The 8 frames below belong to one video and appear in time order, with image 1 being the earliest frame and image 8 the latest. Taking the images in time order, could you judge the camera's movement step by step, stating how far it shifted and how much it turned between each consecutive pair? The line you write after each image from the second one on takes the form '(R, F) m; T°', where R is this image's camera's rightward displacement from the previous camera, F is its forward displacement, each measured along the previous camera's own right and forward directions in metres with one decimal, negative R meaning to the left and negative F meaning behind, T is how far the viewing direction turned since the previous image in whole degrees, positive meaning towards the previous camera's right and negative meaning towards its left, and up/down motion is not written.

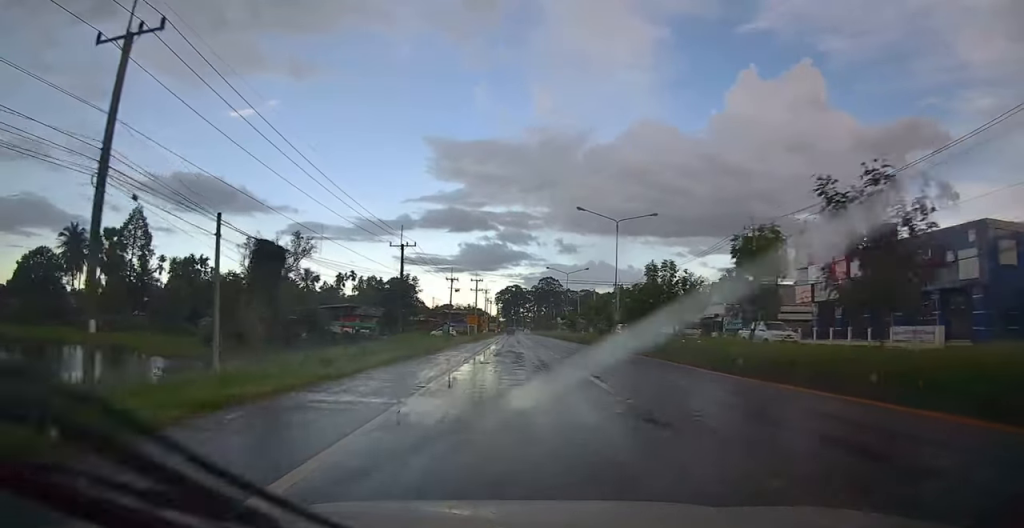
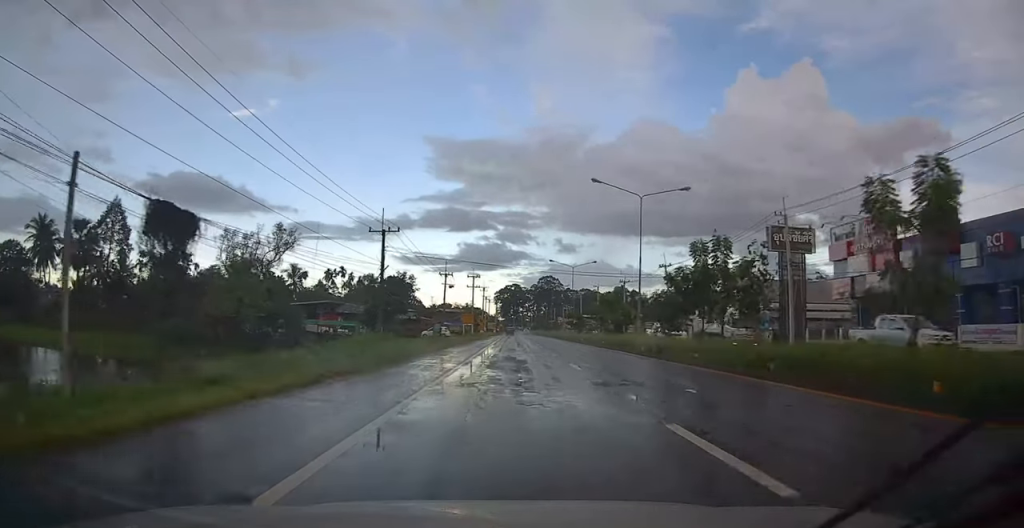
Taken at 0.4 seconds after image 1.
(+0.1, +7.8) m; 0°
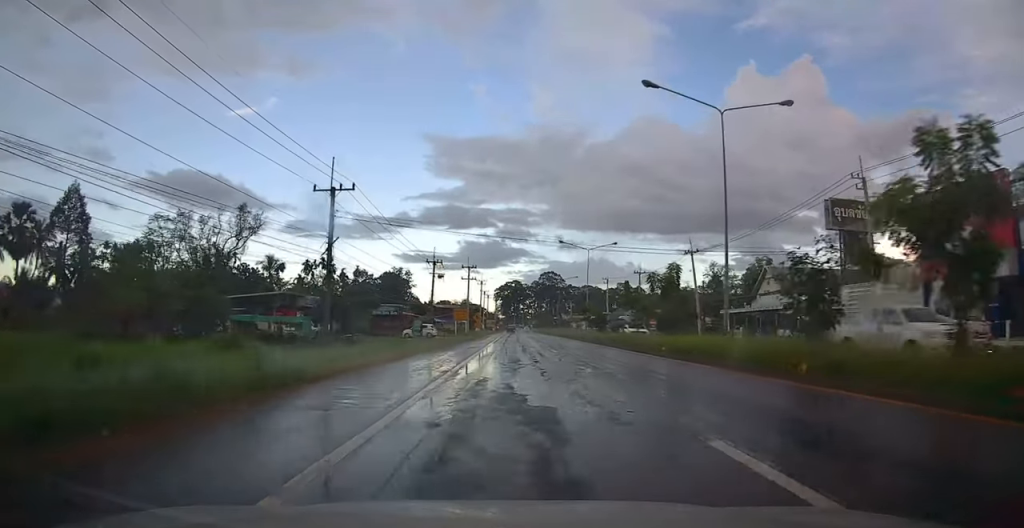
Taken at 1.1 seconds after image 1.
(+0.1, +13.8) m; +1°
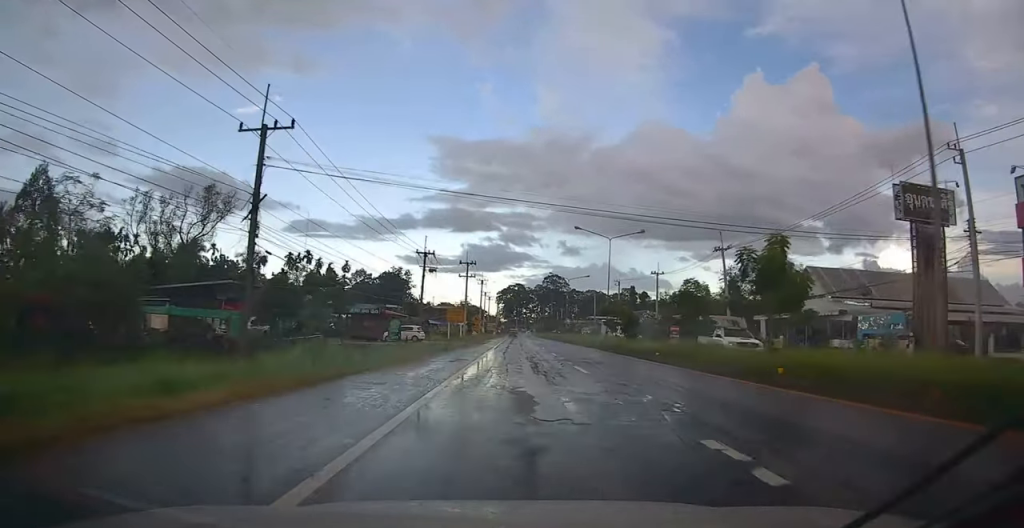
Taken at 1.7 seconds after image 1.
(+0.1, +10.8) m; +1°
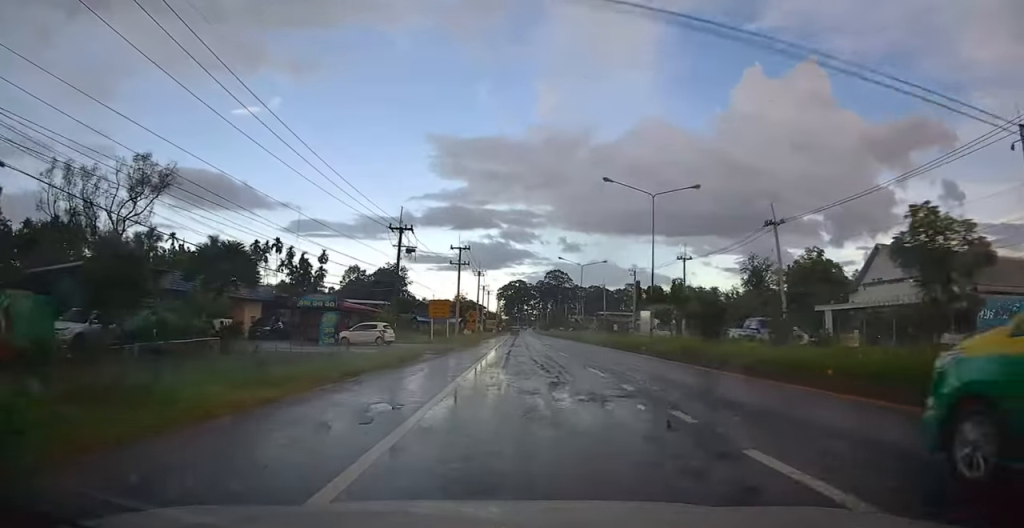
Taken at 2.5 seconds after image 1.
(+0.2, +14.2) m; +1°
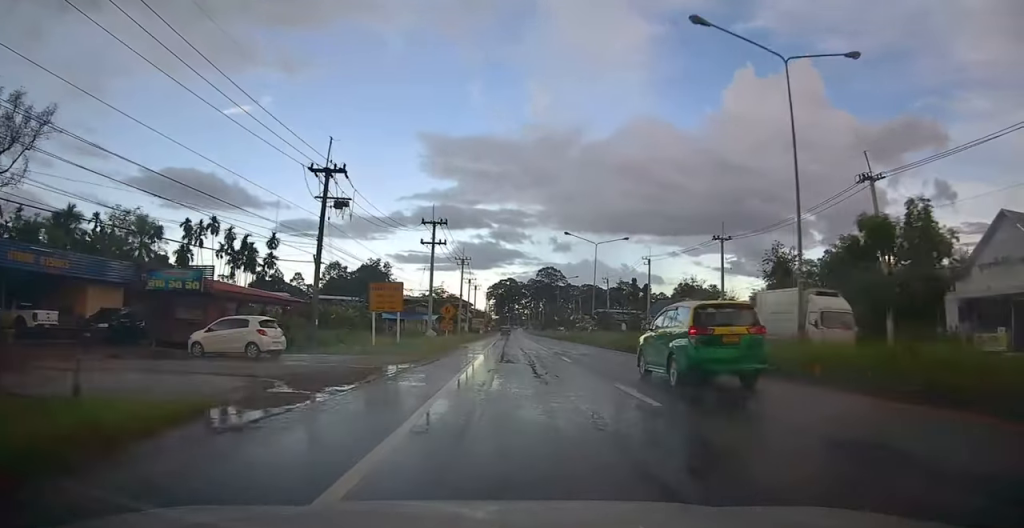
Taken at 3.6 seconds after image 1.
(+0.3, +17.6) m; 0°
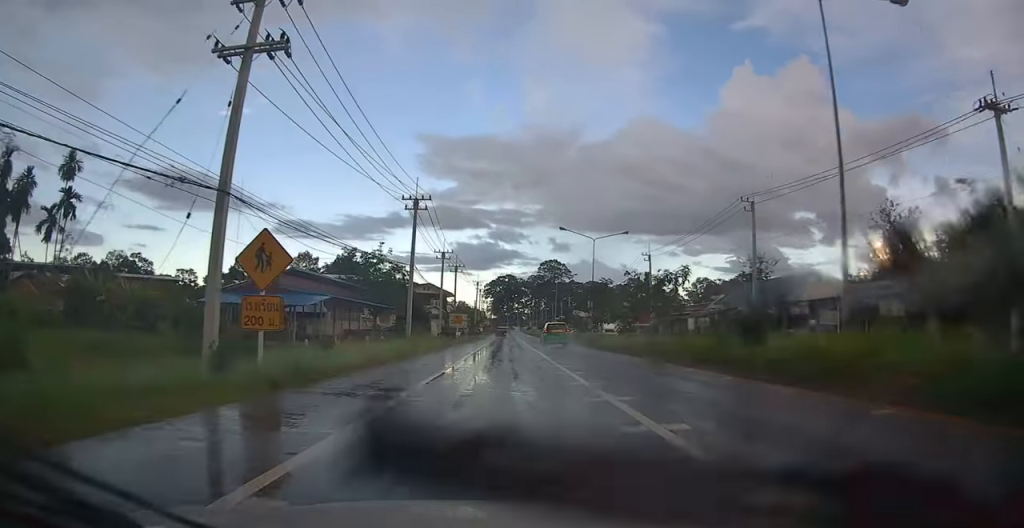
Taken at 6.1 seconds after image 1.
(+0.1, +39.4) m; 0°
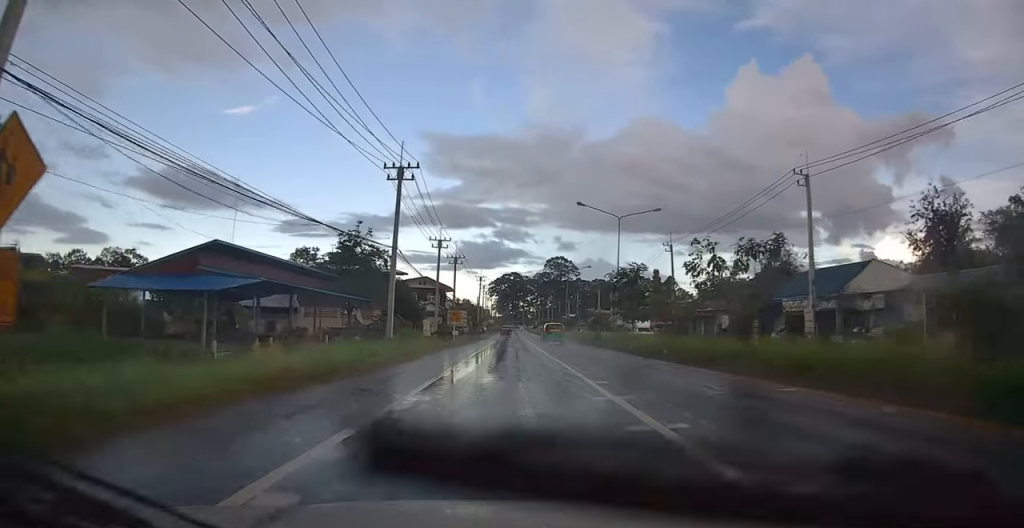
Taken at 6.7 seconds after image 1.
(-0.4, +8.9) m; -2°
